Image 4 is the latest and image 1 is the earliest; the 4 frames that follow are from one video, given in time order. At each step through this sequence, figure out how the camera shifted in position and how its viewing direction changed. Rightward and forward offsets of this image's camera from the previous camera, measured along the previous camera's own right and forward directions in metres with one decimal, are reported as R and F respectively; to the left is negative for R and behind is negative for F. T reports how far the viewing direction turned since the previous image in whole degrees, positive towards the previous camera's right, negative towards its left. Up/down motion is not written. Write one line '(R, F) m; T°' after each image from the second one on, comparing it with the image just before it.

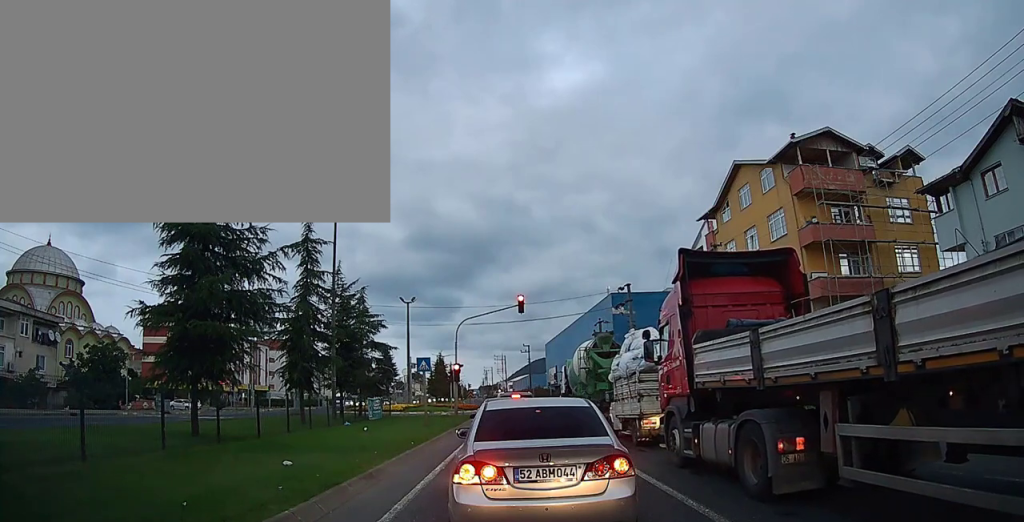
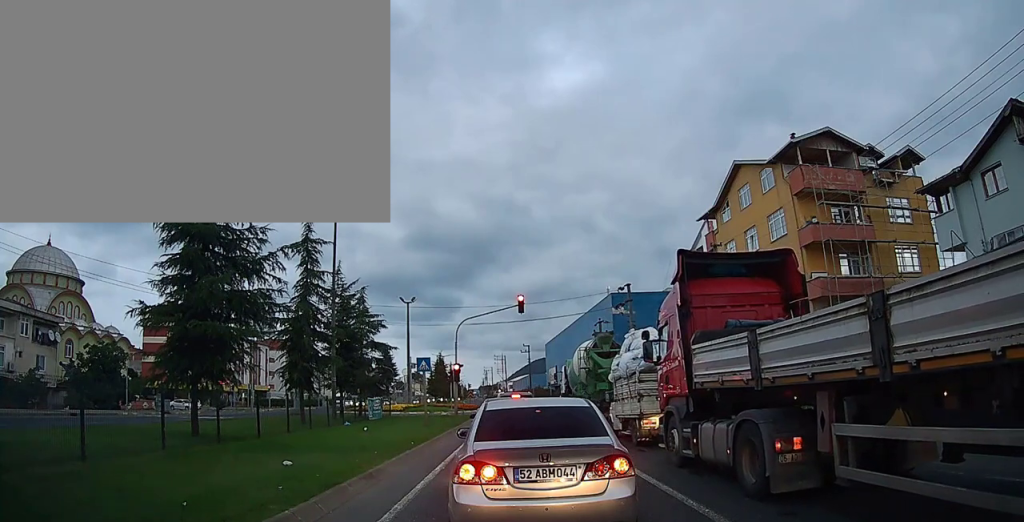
(0.0, 0.0) m; 0°
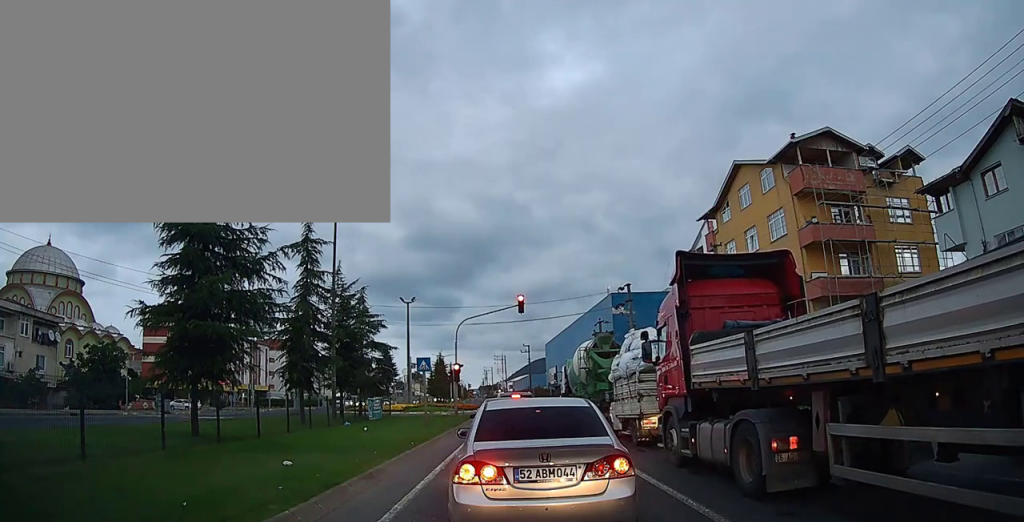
(0.0, 0.0) m; 0°
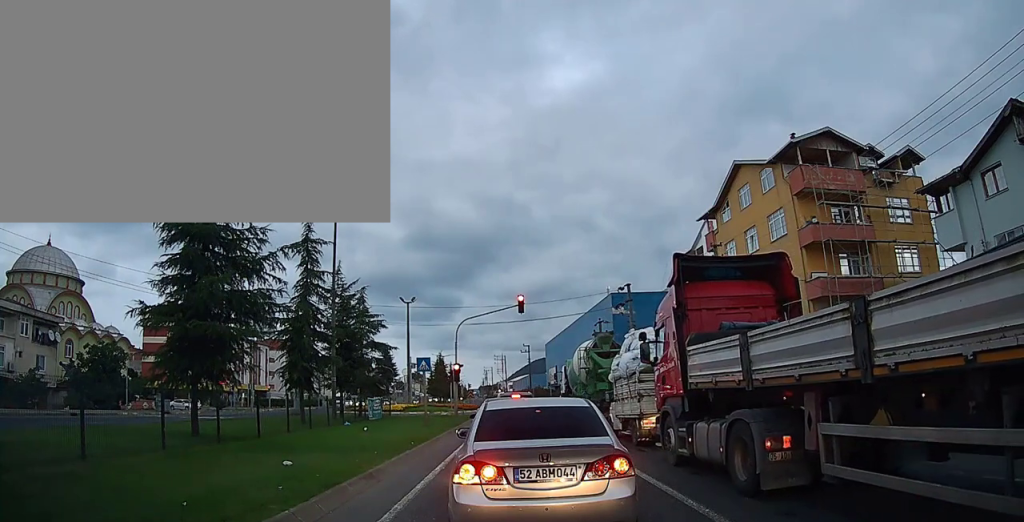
(0.0, 0.0) m; 0°
